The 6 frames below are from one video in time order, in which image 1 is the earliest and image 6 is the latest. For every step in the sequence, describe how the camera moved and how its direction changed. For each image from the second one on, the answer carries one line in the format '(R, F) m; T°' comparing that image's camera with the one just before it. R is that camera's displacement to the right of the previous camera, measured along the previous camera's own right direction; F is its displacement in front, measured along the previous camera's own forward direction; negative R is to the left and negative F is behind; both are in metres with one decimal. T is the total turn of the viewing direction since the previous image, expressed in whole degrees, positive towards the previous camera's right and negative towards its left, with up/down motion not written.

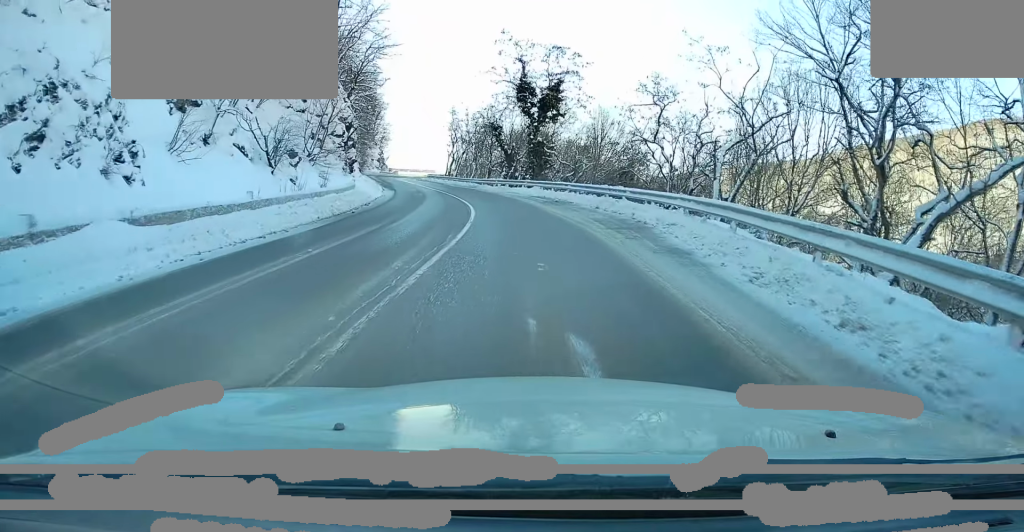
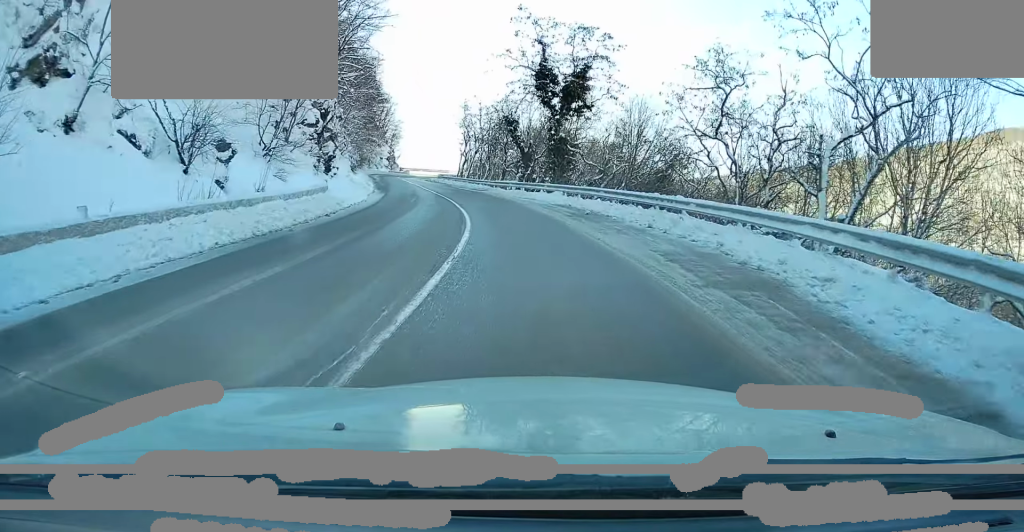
(-0.2, +7.0) m; -3°
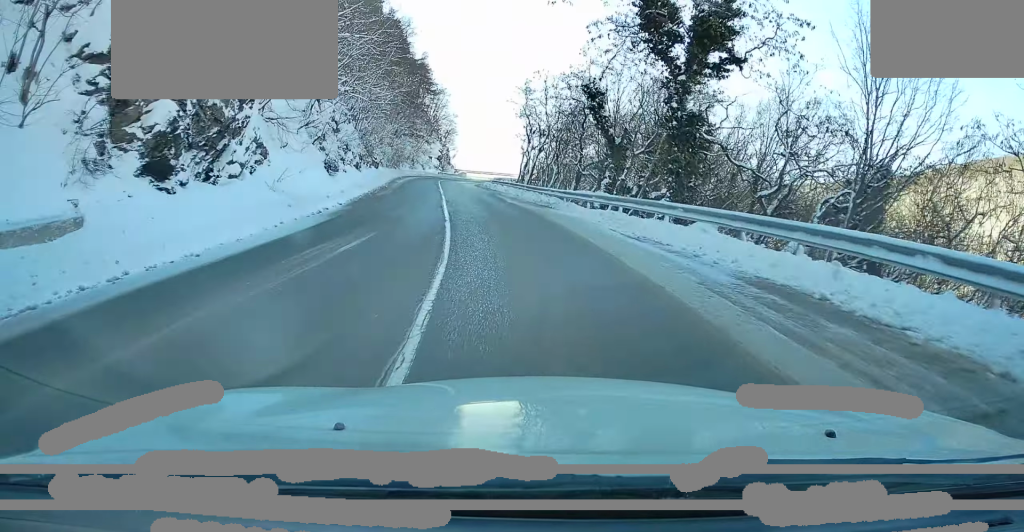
(-1.1, +17.4) m; -7°
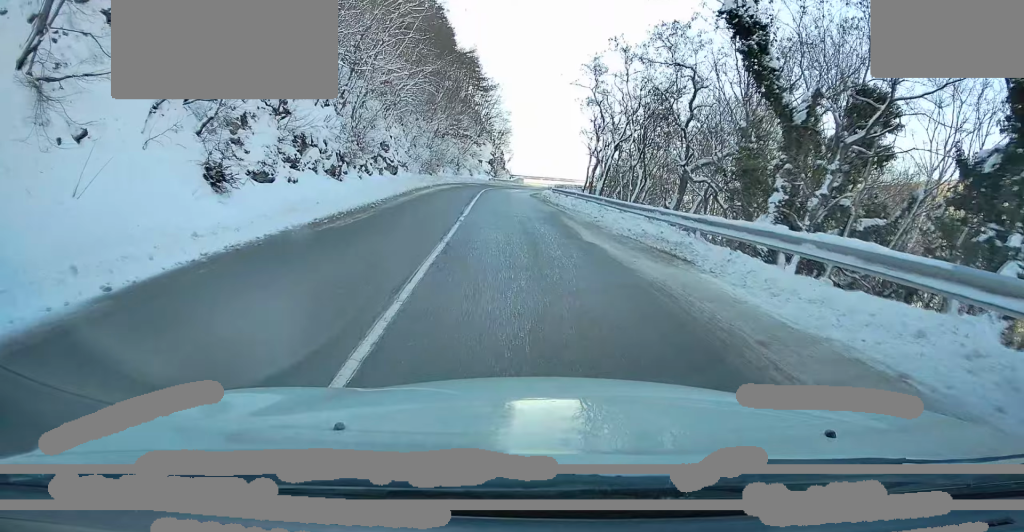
(-0.5, +13.8) m; -4°
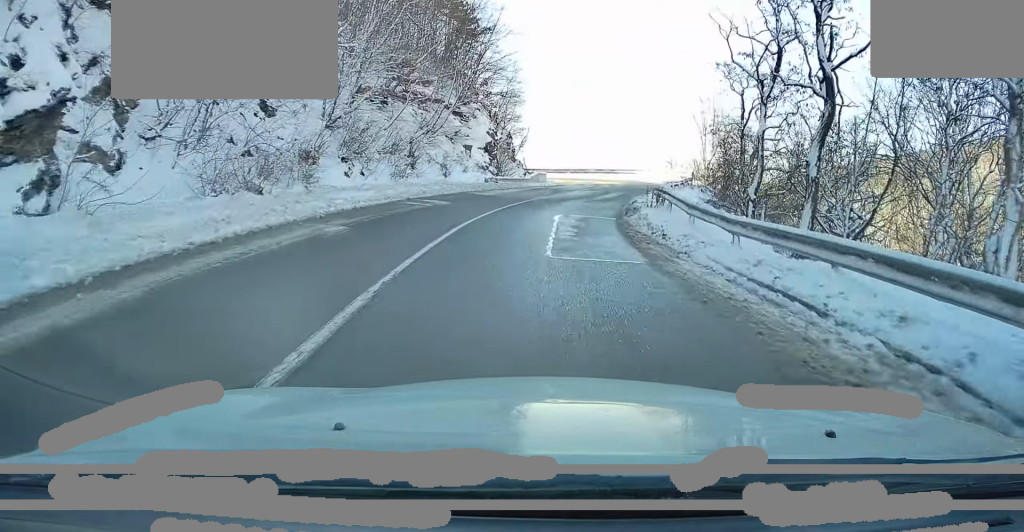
(-1.3, +39.1) m; +2°
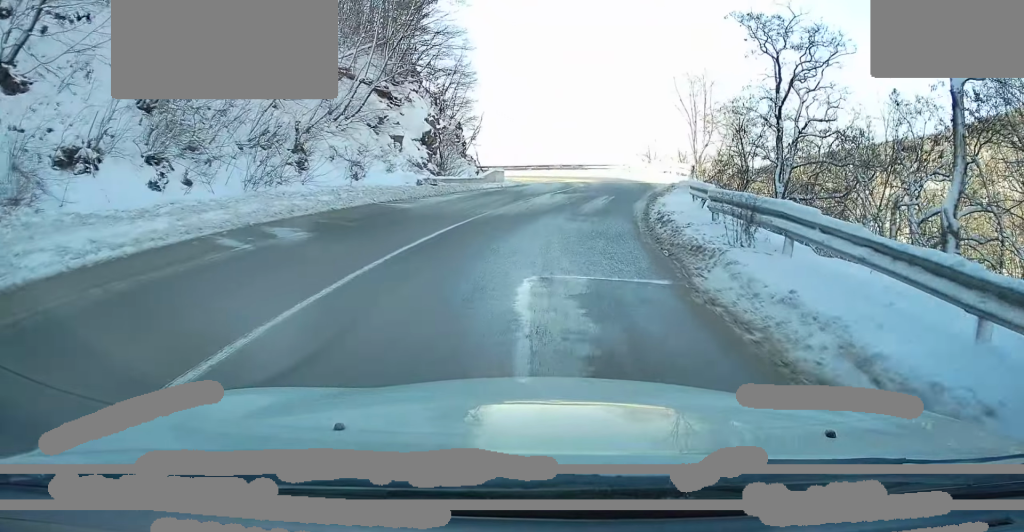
(+0.5, +11.3) m; +5°
